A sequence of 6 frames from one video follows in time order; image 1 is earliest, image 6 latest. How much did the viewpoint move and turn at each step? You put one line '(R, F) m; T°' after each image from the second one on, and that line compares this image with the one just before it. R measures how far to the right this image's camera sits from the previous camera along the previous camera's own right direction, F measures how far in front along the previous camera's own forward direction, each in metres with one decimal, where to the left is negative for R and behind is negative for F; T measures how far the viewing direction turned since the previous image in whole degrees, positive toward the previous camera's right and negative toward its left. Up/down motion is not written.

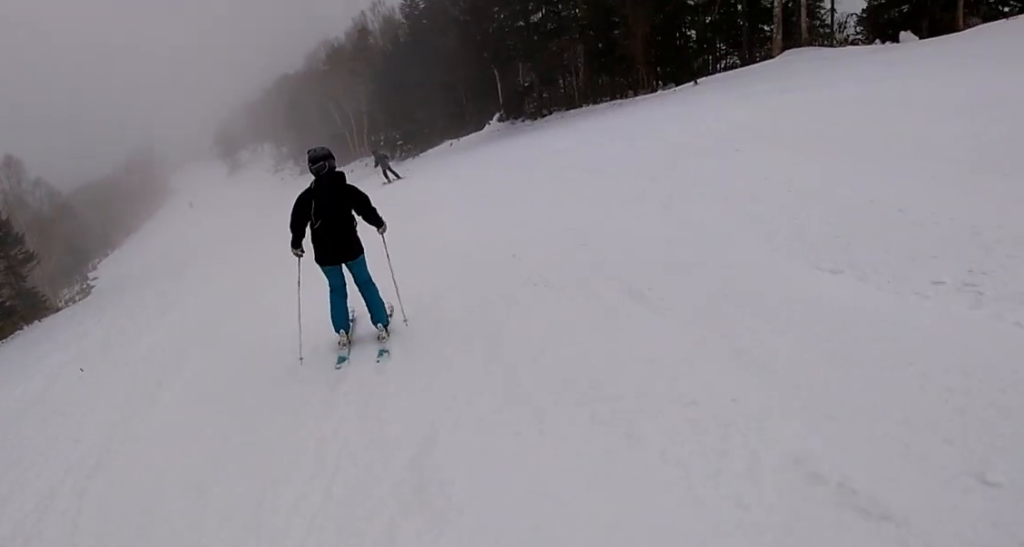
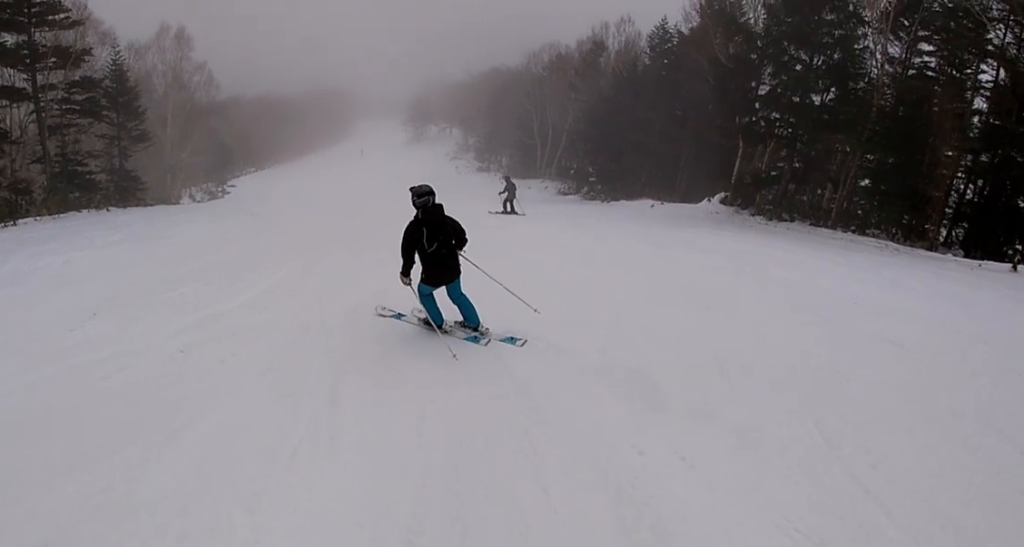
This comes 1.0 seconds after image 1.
(-0.6, +5.8) m; -11°
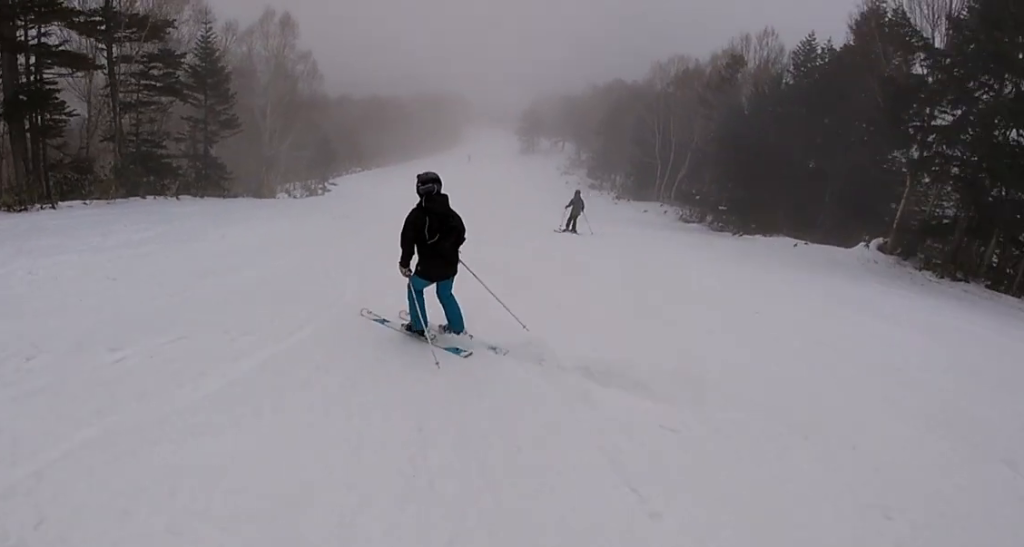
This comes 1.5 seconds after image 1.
(-0.2, +3.0) m; -5°
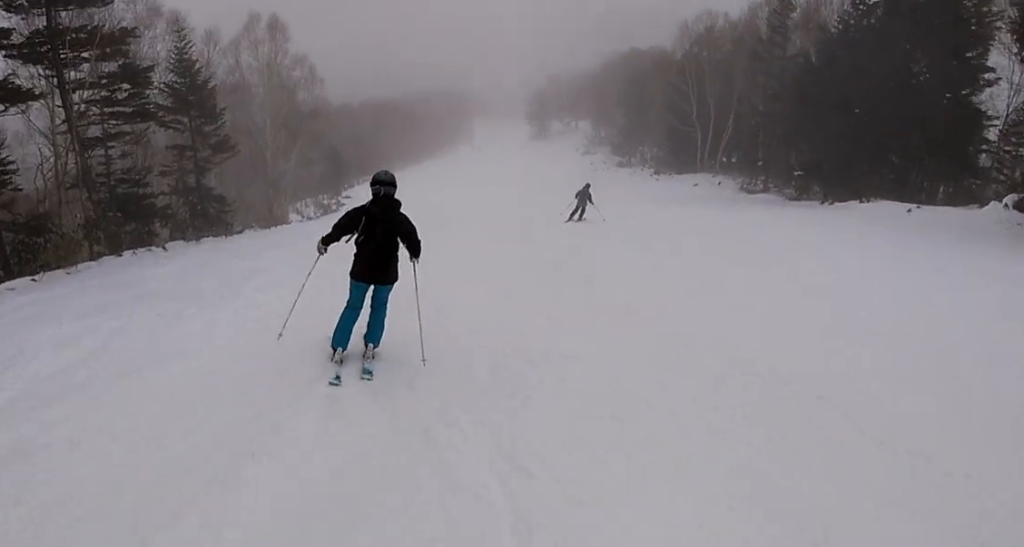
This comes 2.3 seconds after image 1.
(-0.1, +4.5) m; +9°
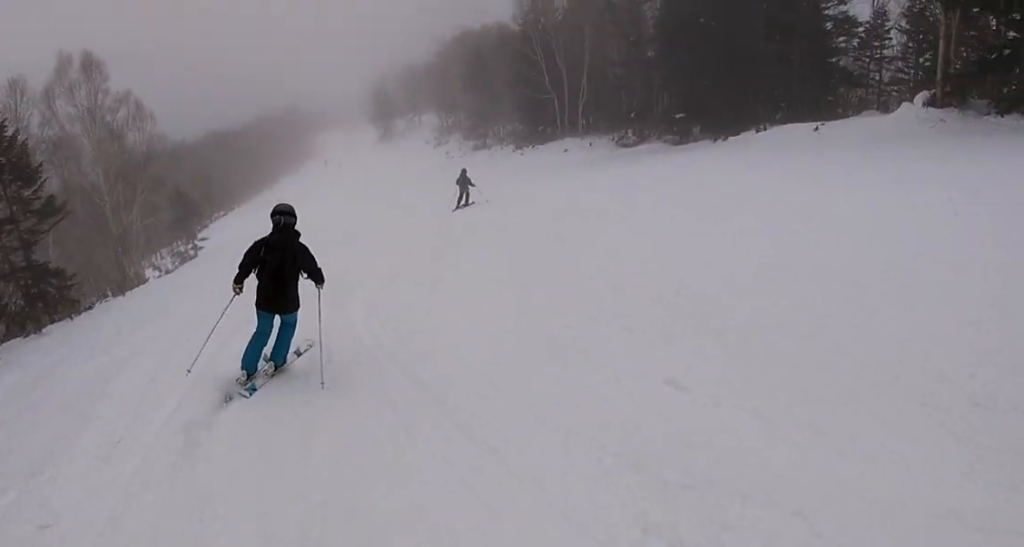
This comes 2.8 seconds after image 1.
(+0.1, +2.9) m; +6°
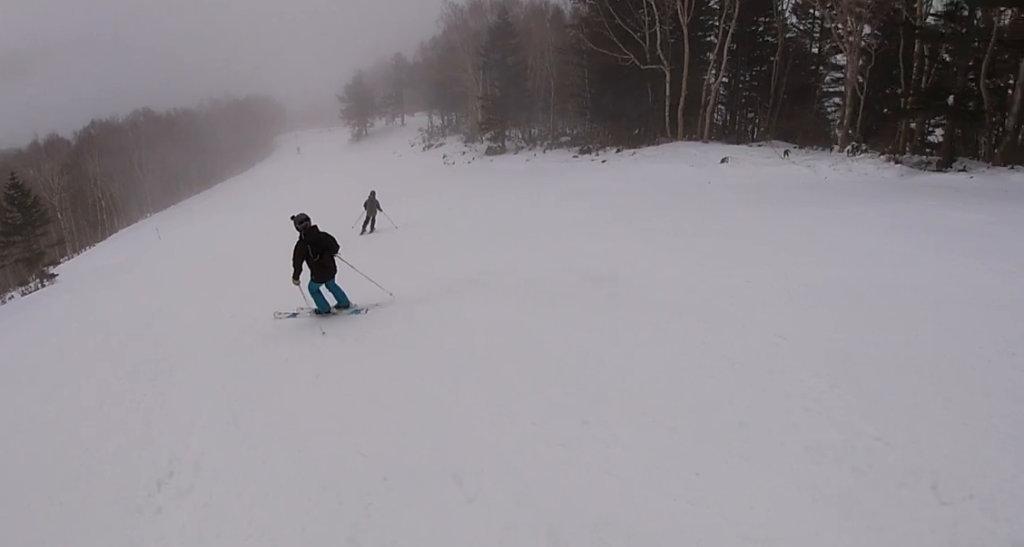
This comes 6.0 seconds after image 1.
(-0.7, +21.2) m; -12°
